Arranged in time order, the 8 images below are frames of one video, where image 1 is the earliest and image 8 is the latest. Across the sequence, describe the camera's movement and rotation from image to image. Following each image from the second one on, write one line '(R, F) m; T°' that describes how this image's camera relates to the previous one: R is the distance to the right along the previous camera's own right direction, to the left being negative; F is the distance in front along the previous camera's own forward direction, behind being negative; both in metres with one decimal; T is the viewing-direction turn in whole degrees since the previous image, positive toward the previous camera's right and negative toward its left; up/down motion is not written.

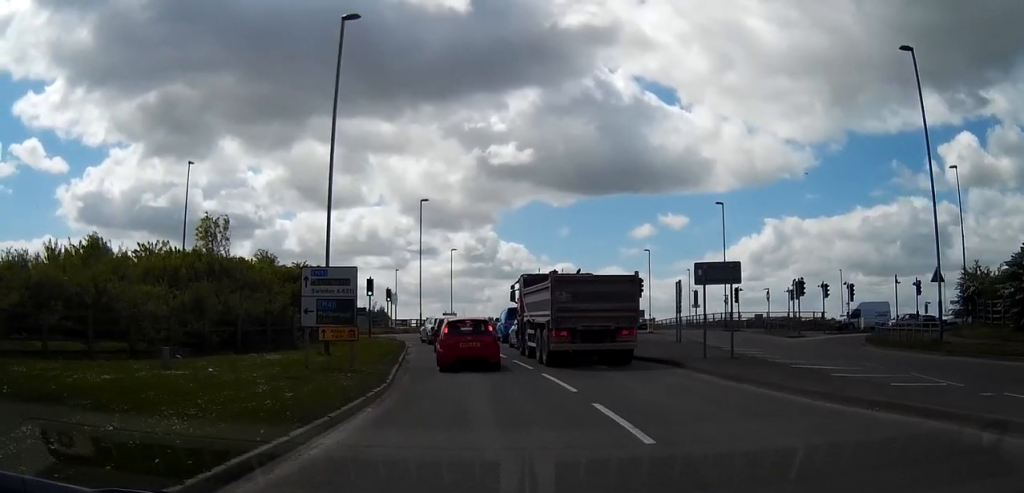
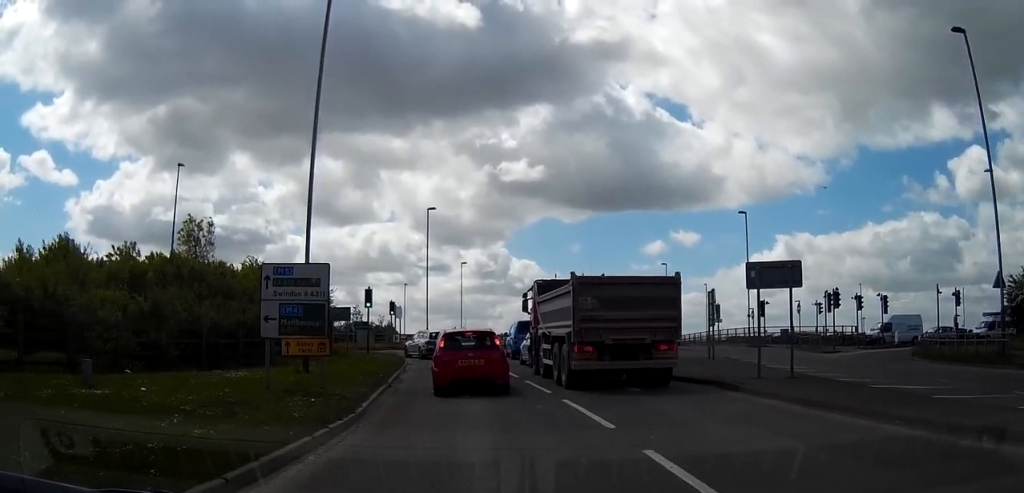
(+0.1, +3.8) m; 0°
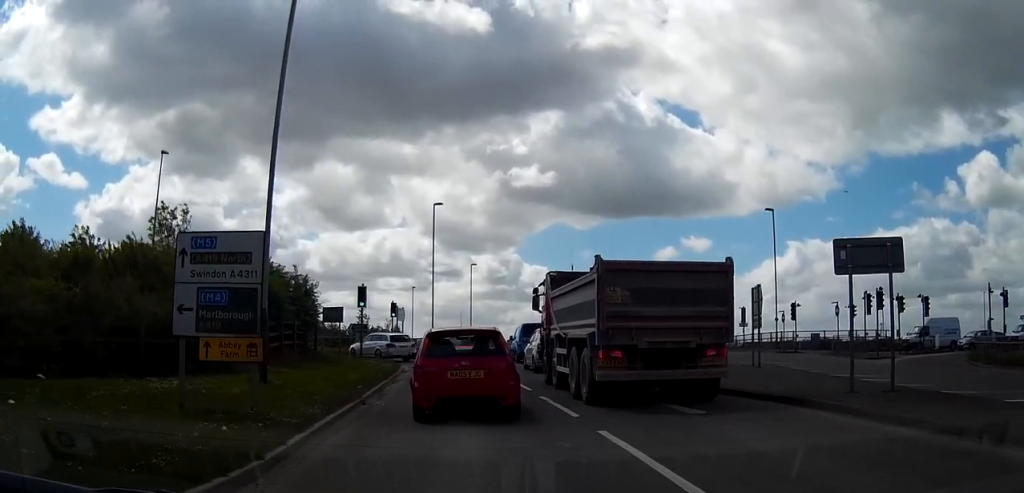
(-0.1, +4.4) m; -4°
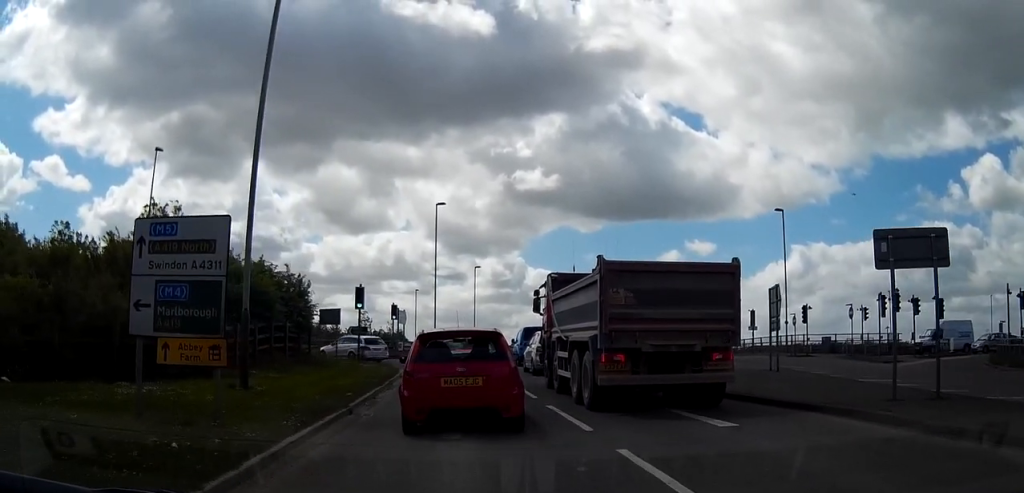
(0.0, +1.3) m; -2°
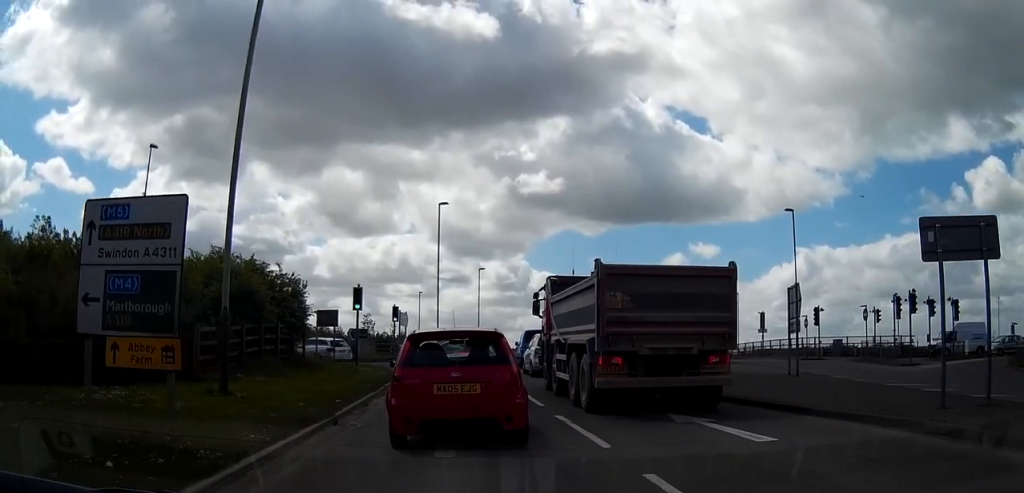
(0.0, +1.4) m; -2°
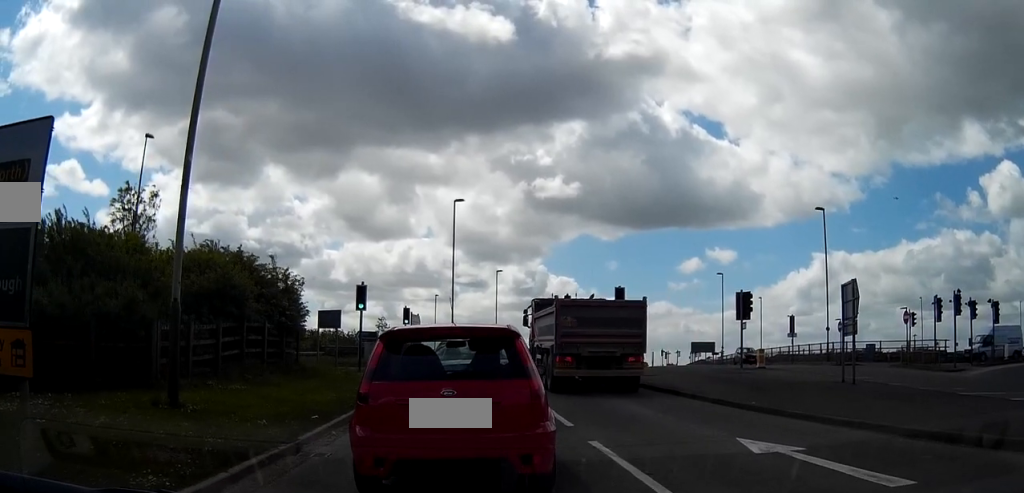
(-0.1, +3.1) m; -2°
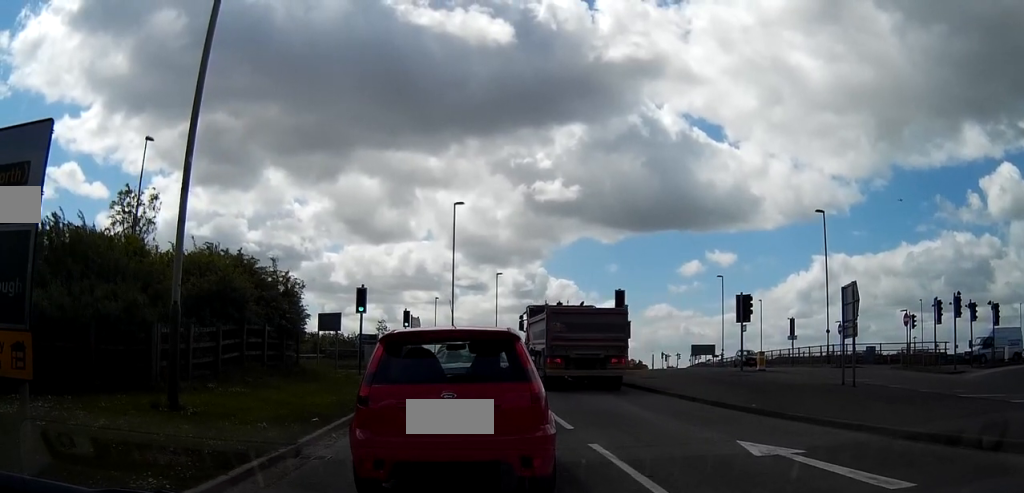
(0.0, +0.1) m; 0°
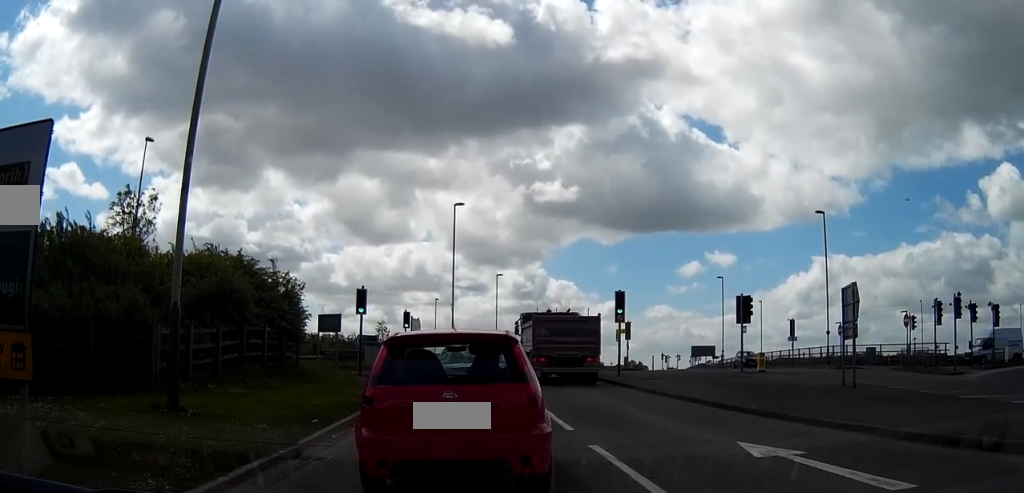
(0.0, +0.2) m; 0°
